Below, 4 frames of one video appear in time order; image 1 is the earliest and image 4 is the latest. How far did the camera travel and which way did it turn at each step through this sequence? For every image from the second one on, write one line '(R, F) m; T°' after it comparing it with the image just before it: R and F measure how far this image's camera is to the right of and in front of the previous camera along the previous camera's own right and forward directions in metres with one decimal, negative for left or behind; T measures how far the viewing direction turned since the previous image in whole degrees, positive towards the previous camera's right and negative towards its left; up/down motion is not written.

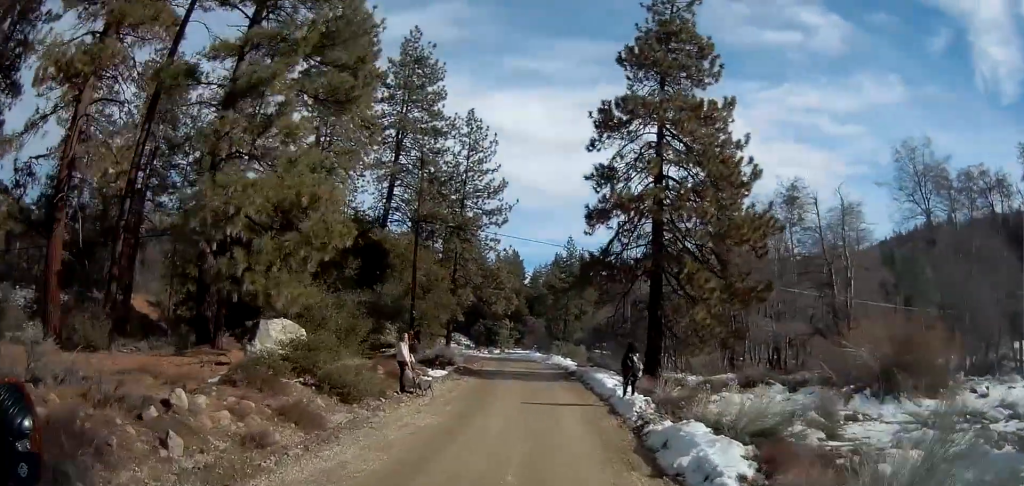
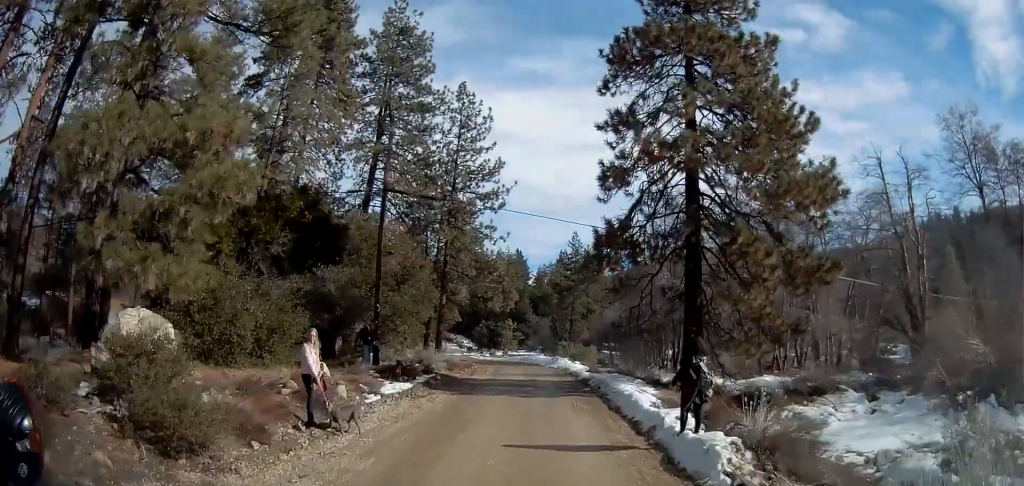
(-0.2, +7.2) m; -4°
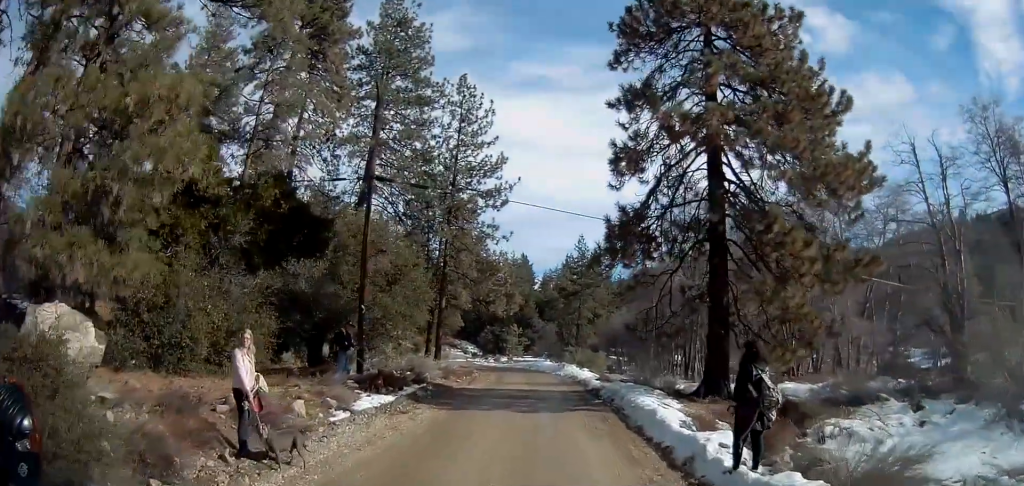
(-0.2, +2.7) m; 0°
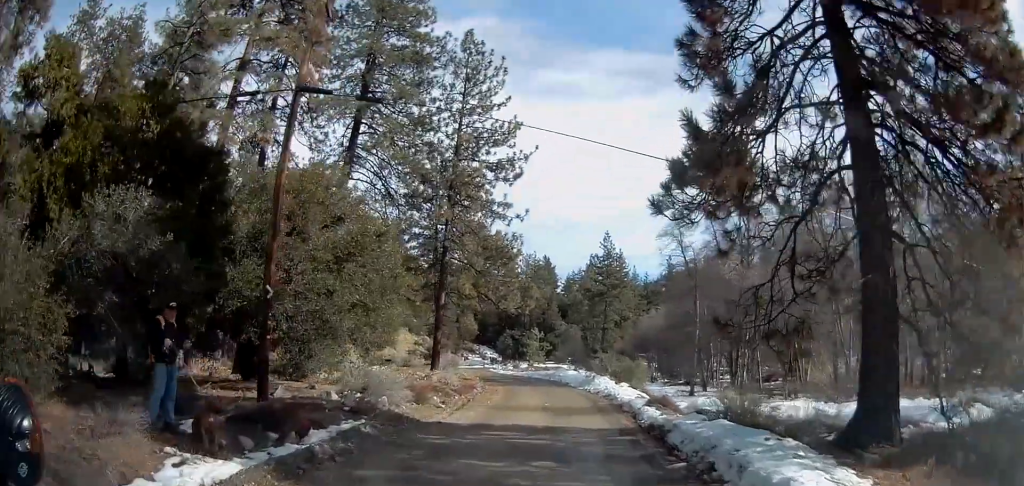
(+0.5, +8.9) m; +2°
